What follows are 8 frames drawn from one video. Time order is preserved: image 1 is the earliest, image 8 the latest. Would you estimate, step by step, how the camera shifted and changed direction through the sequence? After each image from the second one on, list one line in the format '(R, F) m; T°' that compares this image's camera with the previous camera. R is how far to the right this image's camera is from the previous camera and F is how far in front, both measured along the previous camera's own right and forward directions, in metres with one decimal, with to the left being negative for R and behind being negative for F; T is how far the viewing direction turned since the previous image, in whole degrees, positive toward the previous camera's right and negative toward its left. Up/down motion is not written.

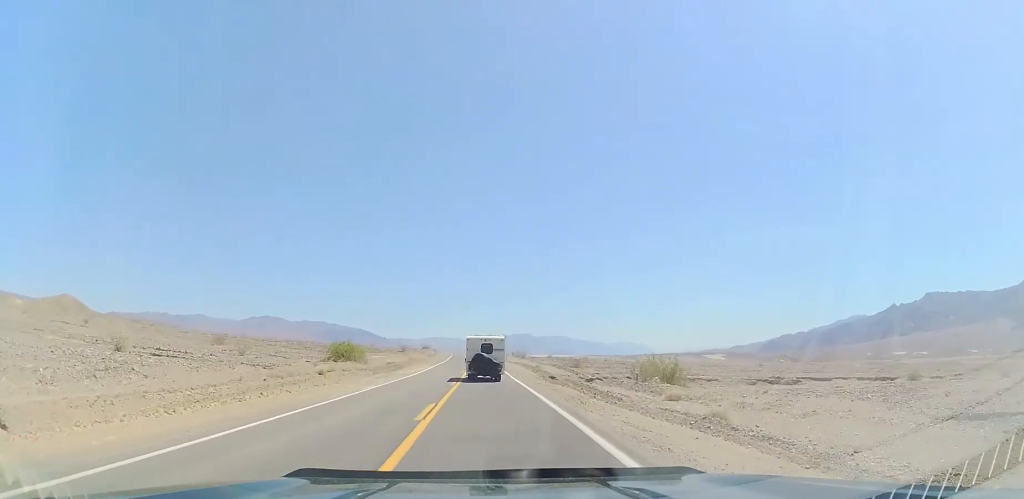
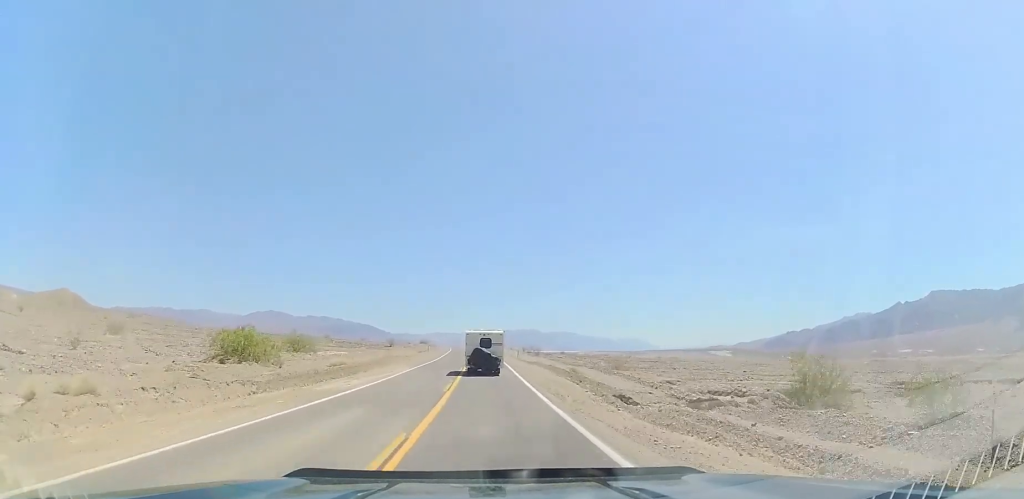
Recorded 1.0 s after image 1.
(-0.1, +21.4) m; -1°
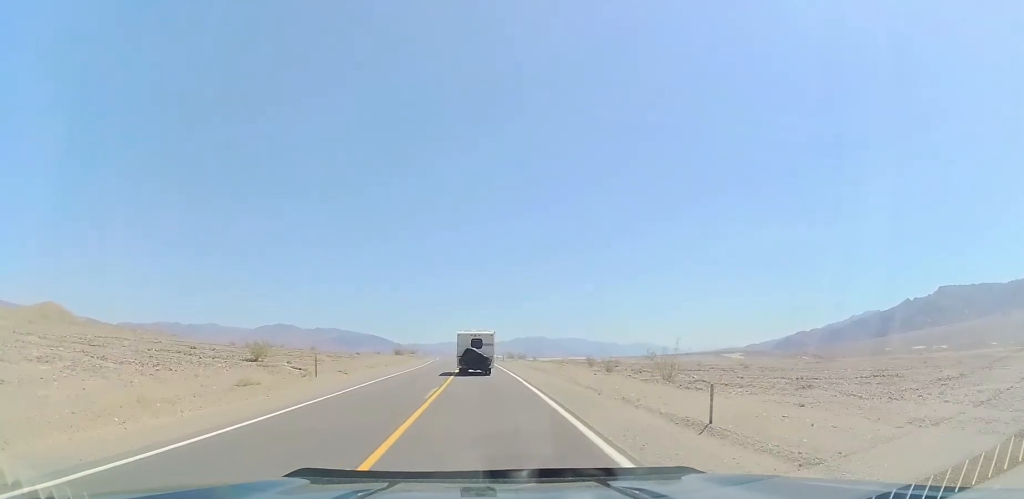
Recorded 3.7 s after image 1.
(-1.0, +61.1) m; -1°
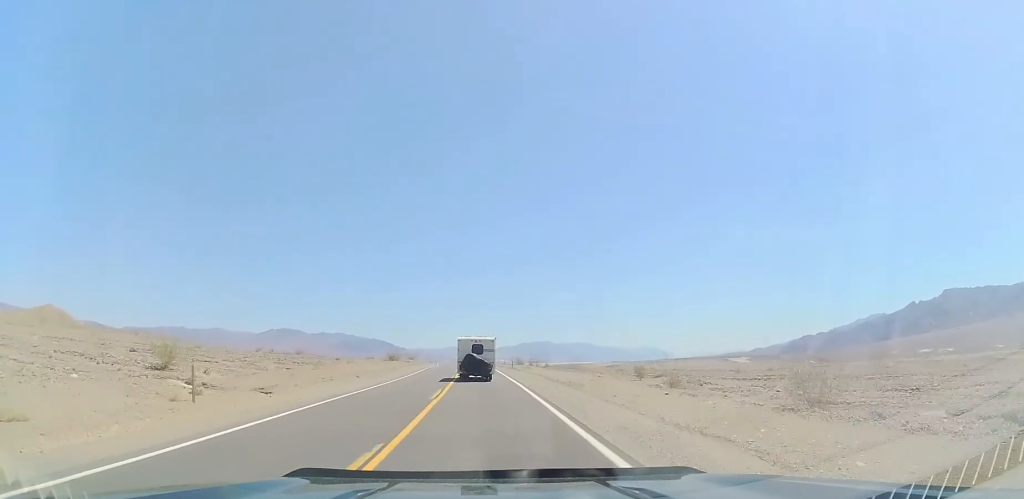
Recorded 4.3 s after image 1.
(-0.2, +12.6) m; -1°
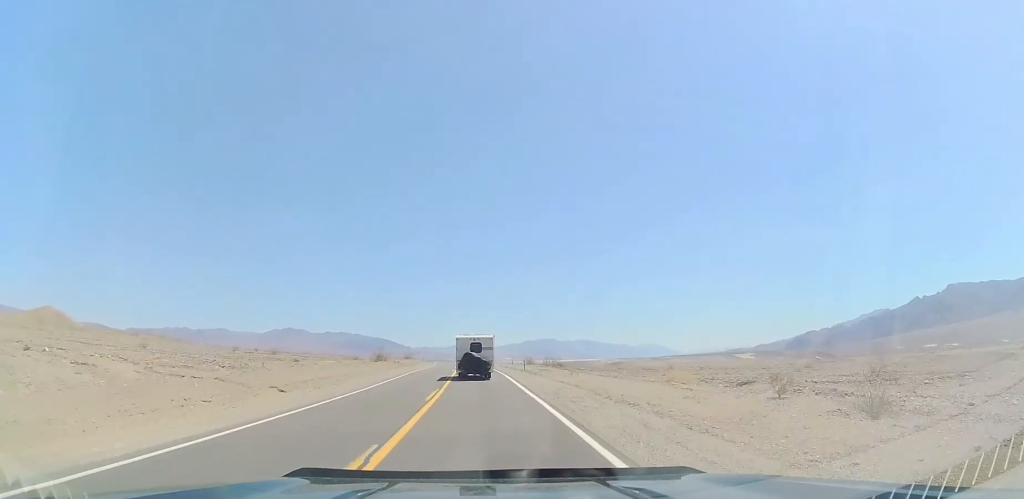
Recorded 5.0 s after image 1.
(-0.1, +15.0) m; -1°
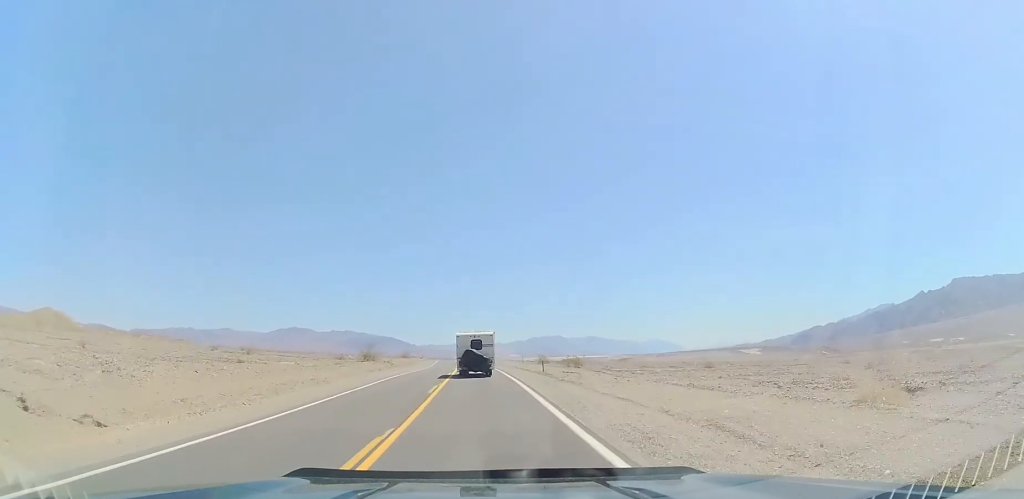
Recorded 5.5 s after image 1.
(+0.1, +12.8) m; 0°
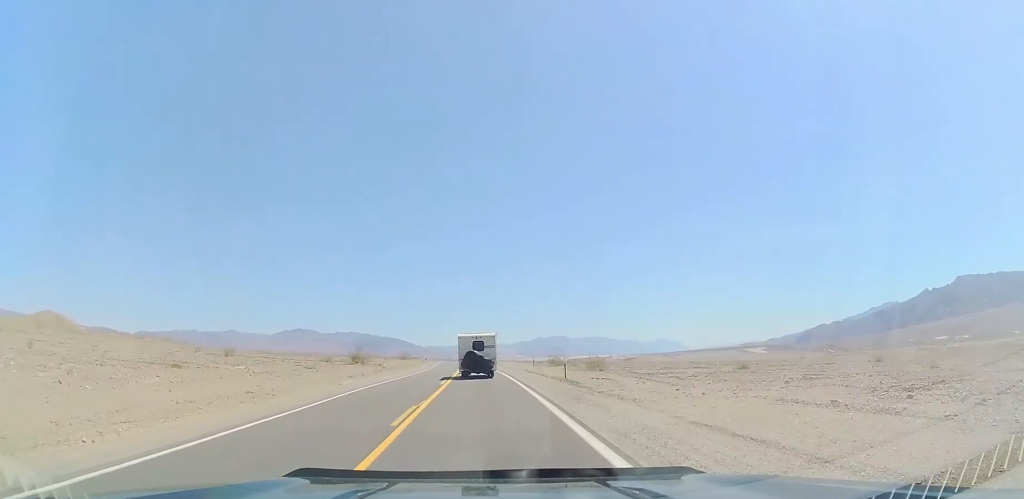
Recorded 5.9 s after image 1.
(-0.1, +9.1) m; 0°
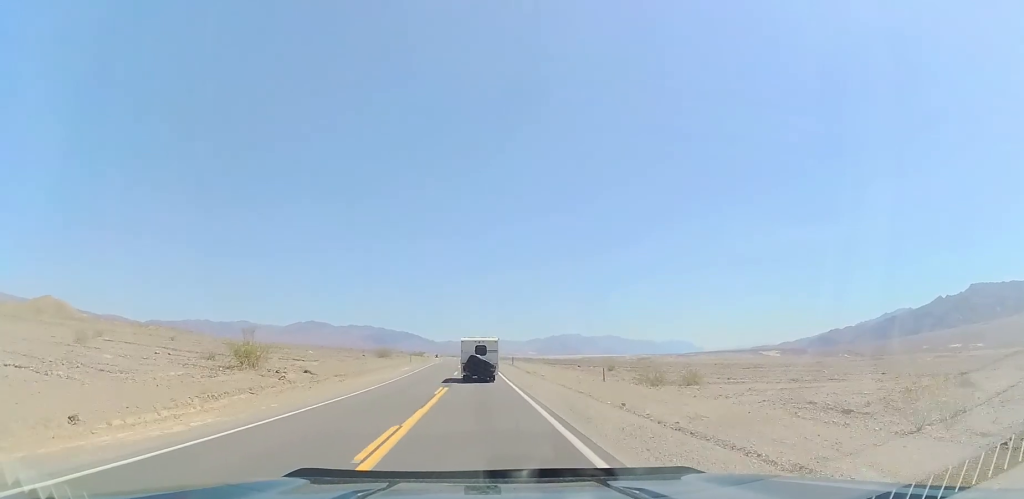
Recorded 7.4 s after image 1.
(0.0, +33.8) m; -1°
